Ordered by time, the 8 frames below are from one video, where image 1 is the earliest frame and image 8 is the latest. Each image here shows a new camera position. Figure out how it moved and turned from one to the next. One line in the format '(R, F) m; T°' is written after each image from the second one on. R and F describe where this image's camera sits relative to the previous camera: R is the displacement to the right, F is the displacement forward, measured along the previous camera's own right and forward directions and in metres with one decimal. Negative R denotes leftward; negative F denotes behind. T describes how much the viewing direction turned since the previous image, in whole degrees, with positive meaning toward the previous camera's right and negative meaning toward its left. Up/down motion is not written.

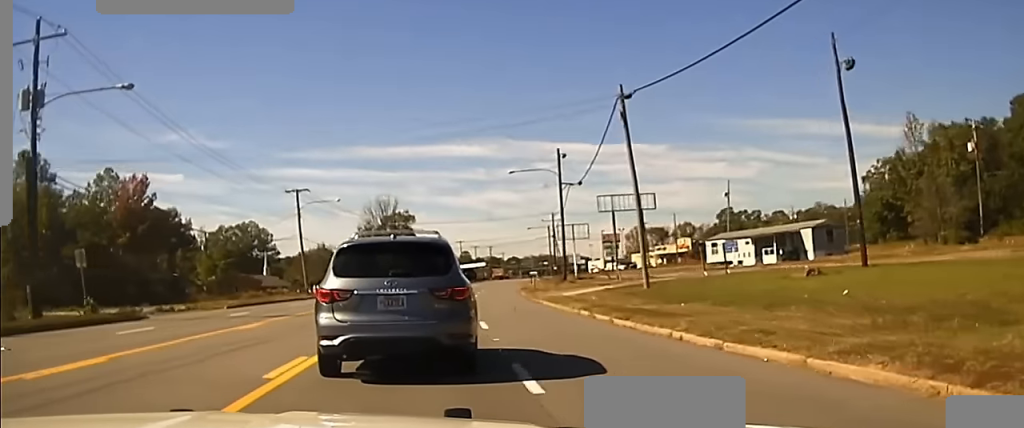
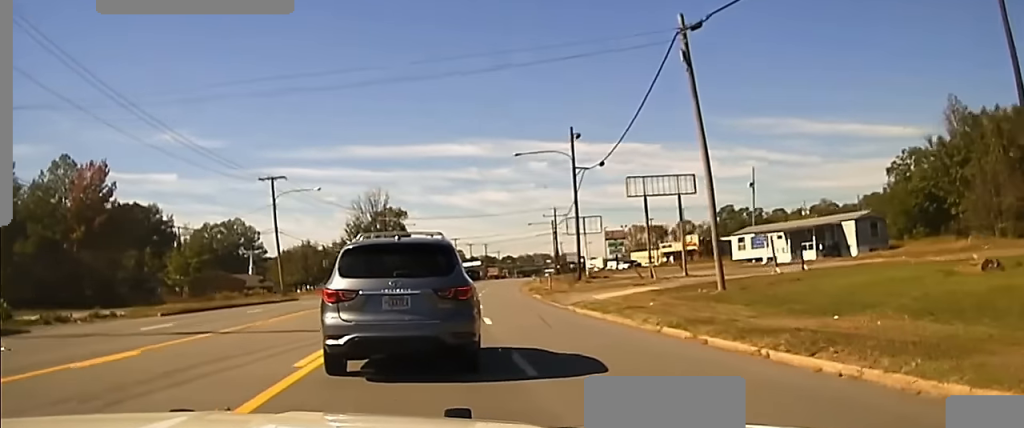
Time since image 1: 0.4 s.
(+0.3, +11.2) m; +1°
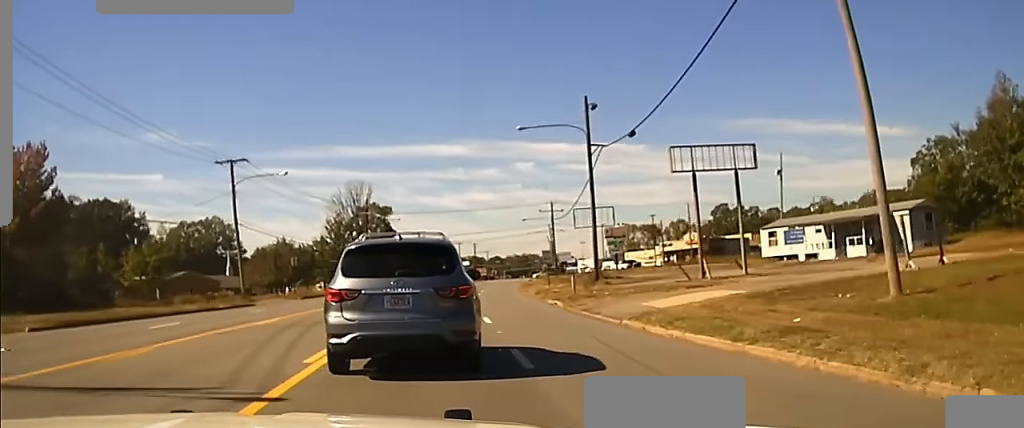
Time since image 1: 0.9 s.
(+0.1, +11.5) m; +1°
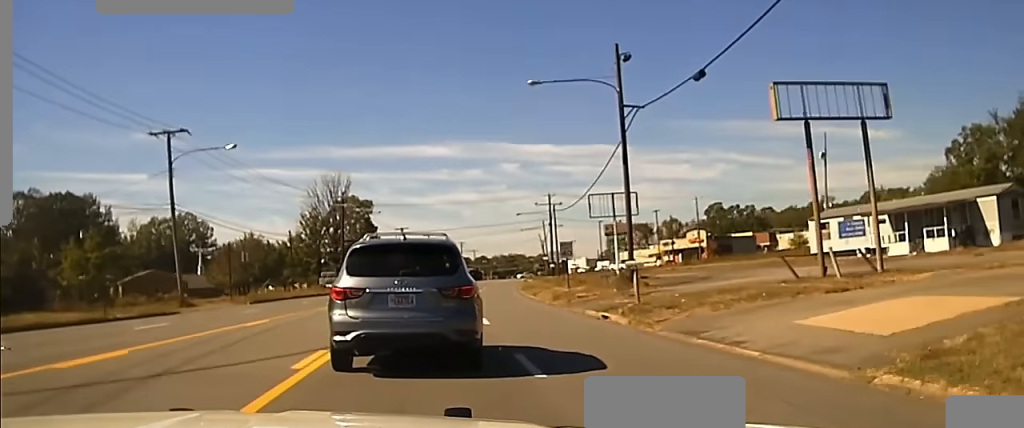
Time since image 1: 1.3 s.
(0.0, +11.4) m; 0°
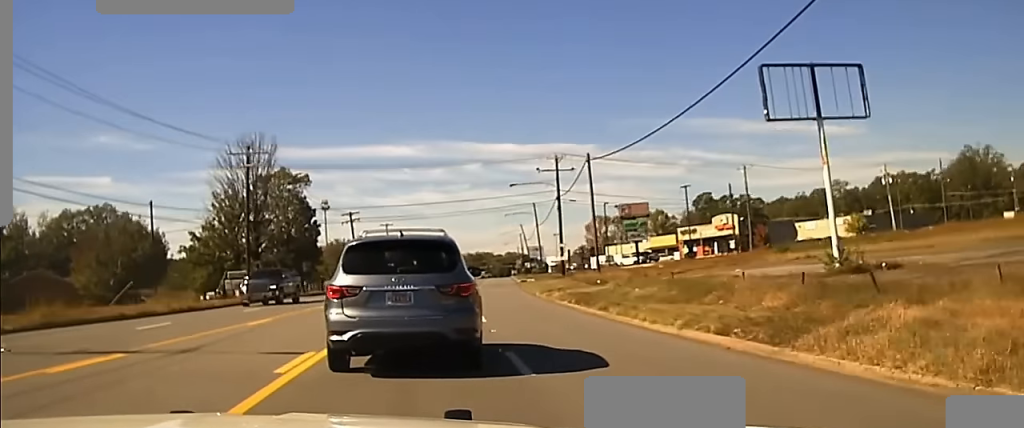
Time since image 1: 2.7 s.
(+0.4, +34.9) m; +1°
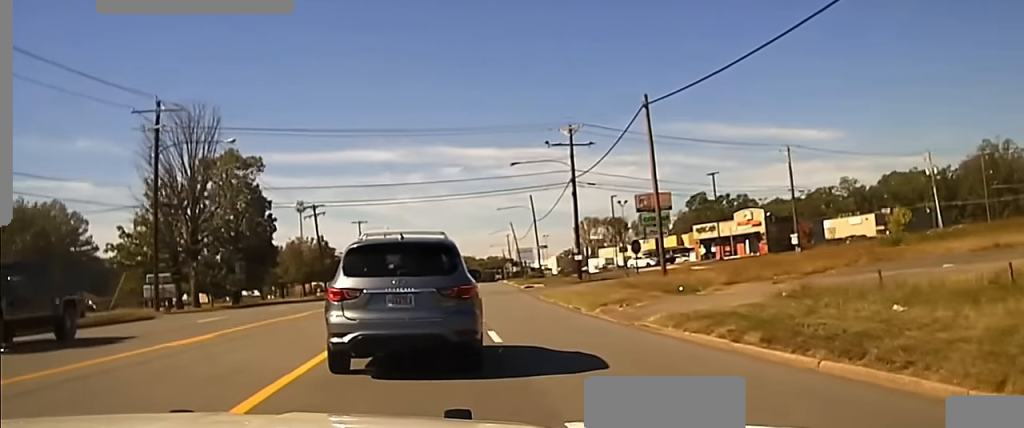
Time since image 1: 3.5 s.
(0.0, +17.9) m; +1°
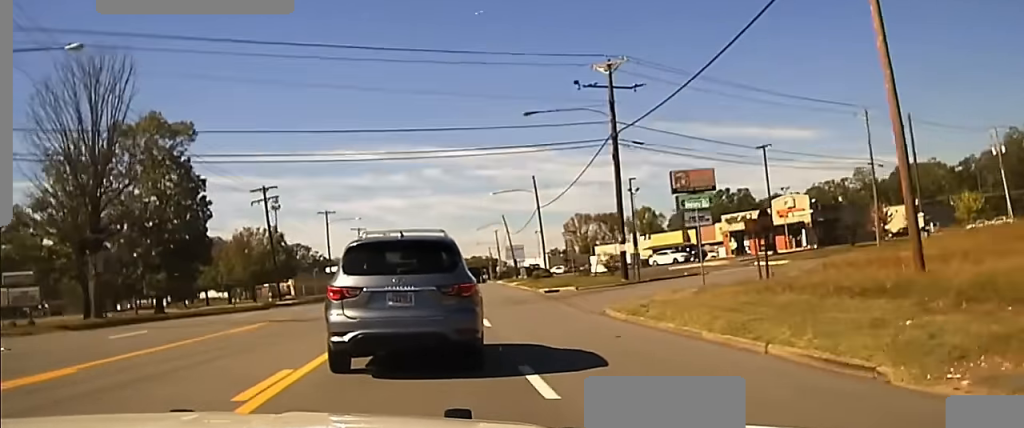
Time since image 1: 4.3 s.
(+0.4, +19.3) m; +2°
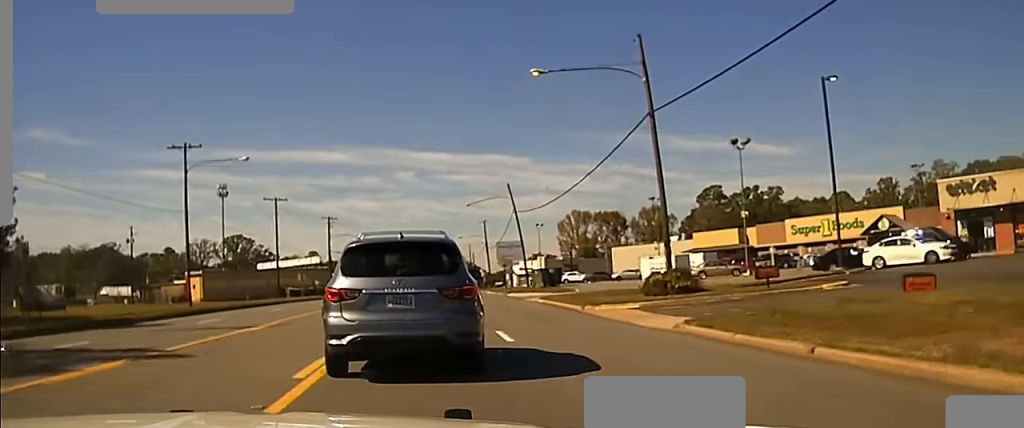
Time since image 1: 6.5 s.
(+1.9, +49.8) m; +3°
